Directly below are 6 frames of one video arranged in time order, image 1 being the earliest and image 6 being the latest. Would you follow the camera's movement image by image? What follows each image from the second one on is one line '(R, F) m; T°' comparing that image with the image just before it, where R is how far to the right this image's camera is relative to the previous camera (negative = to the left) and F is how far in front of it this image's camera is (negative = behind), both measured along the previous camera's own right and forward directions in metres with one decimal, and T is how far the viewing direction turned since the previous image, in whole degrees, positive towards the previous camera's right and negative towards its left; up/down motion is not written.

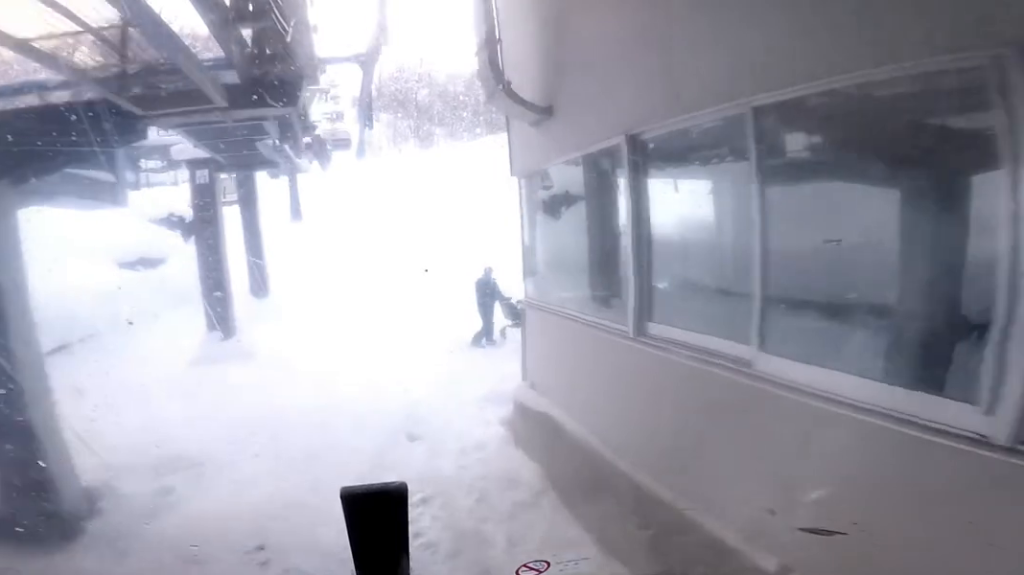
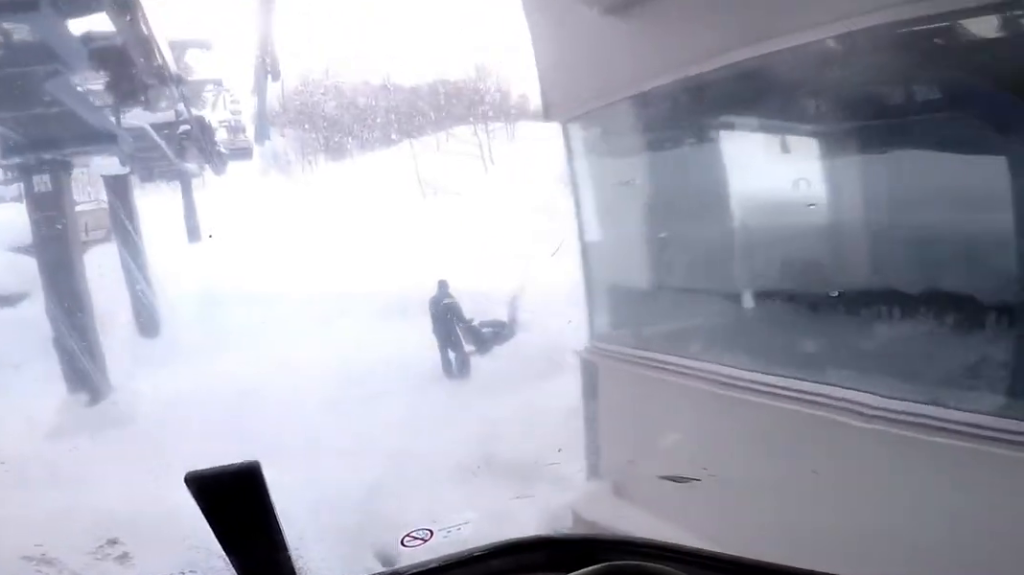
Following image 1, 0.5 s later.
(-1.6, +4.4) m; -18°
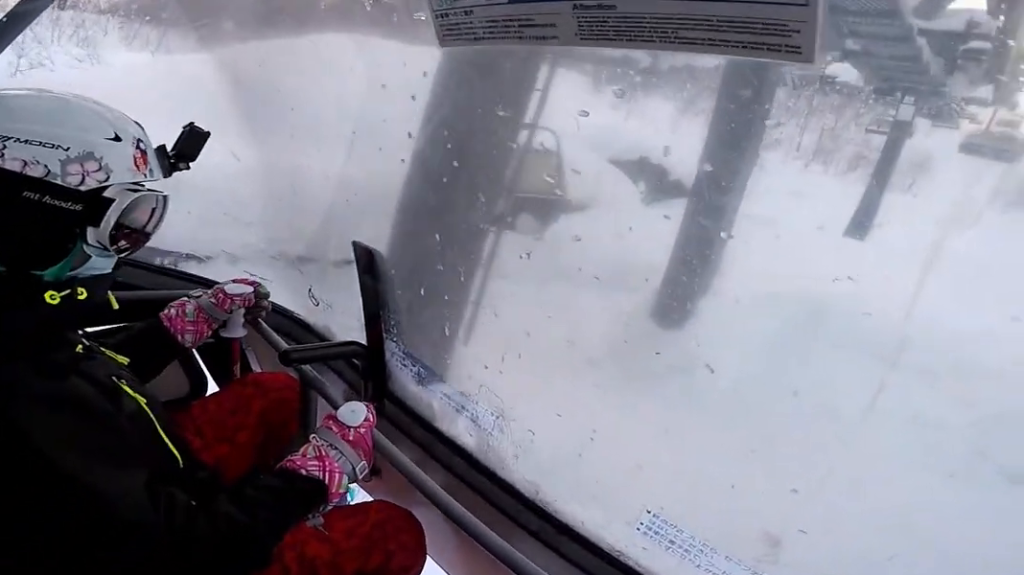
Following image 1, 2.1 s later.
(-2.3, +13.0) m; +3°
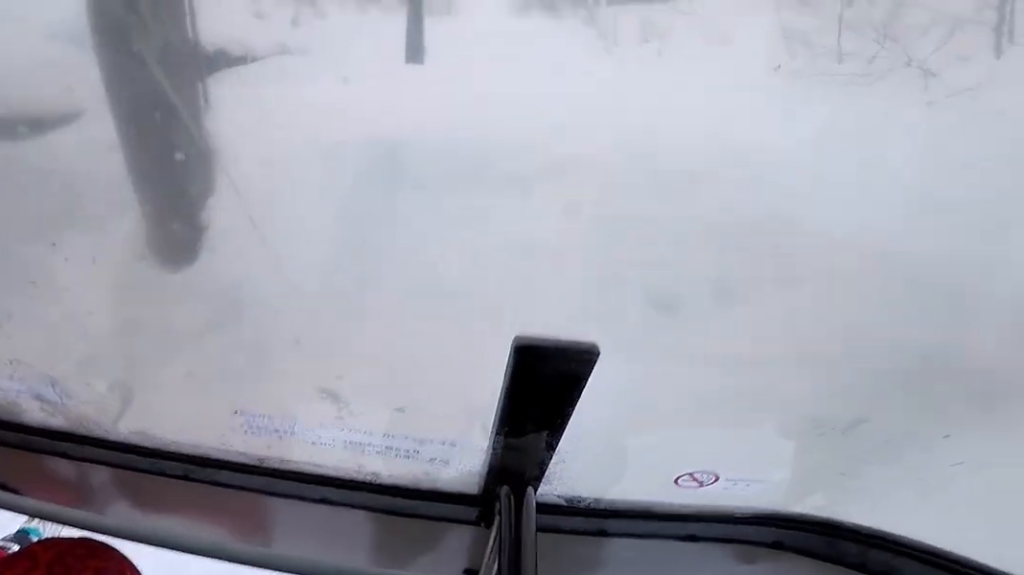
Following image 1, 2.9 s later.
(+0.9, +5.4) m; +27°
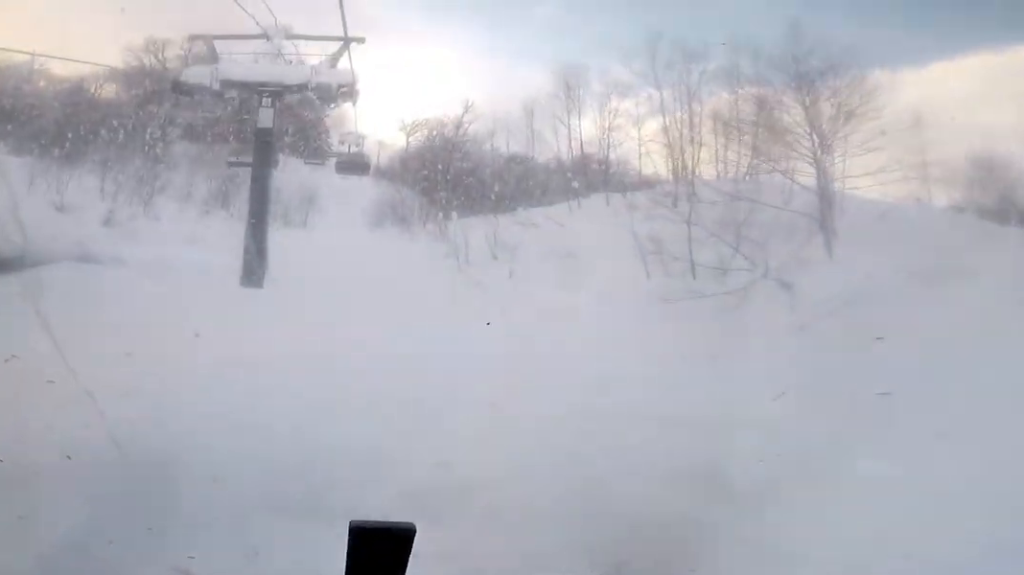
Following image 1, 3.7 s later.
(+1.5, +3.9) m; +12°
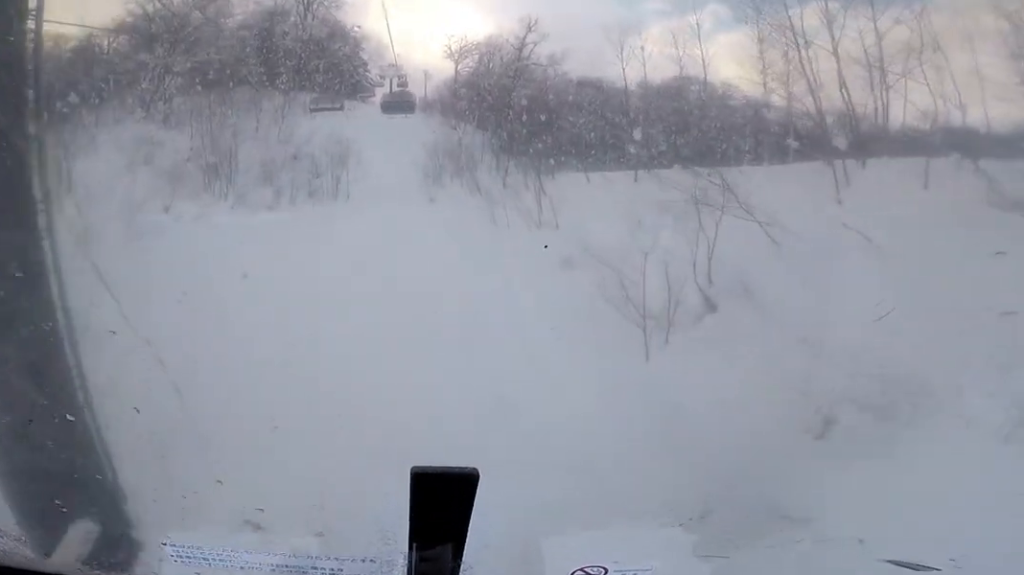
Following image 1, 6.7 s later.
(+1.2, +12.7) m; -6°
